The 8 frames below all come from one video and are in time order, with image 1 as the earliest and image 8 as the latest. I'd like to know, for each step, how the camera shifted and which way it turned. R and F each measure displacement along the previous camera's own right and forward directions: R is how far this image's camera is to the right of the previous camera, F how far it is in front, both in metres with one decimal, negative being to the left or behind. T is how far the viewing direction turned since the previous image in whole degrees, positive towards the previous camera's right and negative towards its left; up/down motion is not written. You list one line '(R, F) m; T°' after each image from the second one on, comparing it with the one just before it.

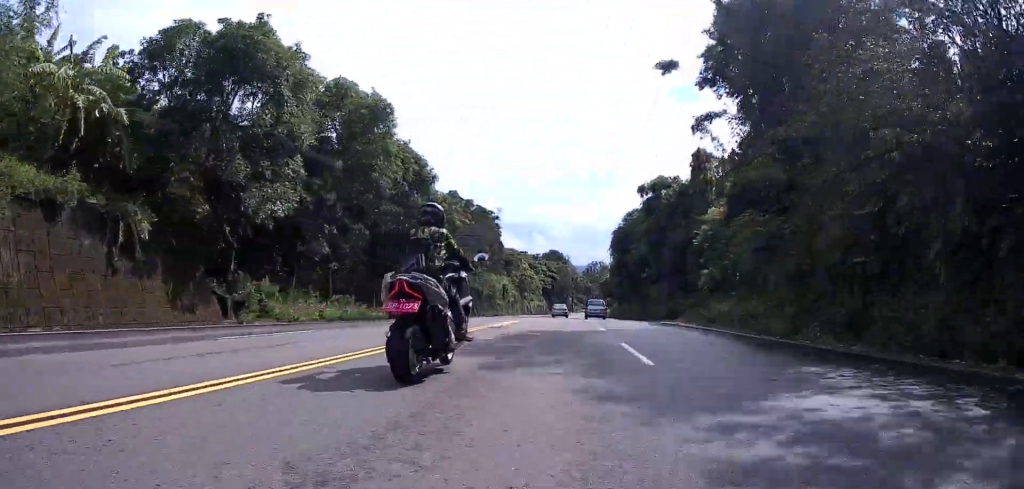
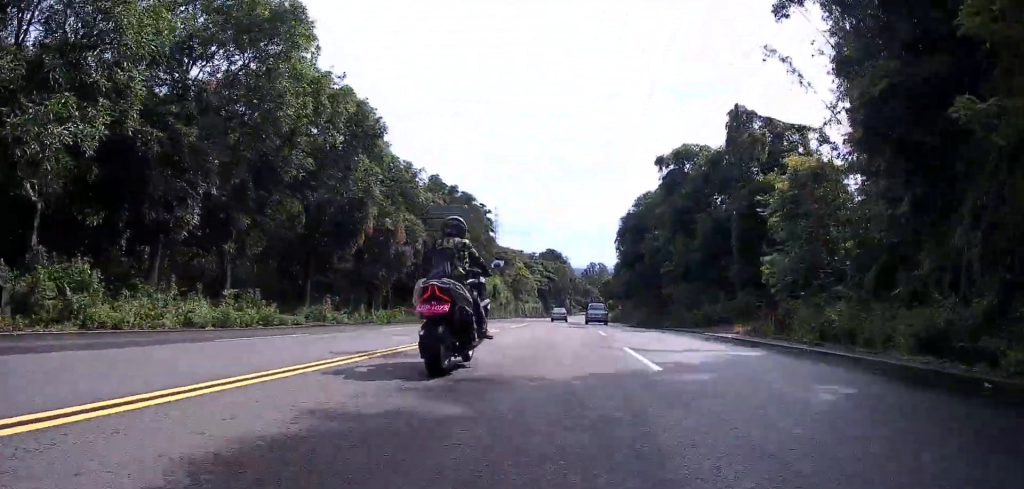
(+0.1, +10.1) m; -1°
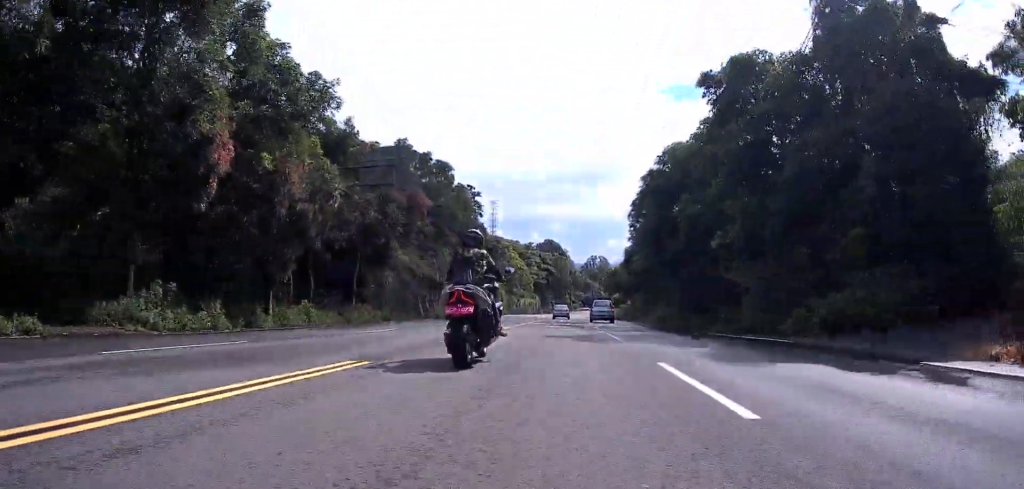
(-0.3, +13.3) m; 0°
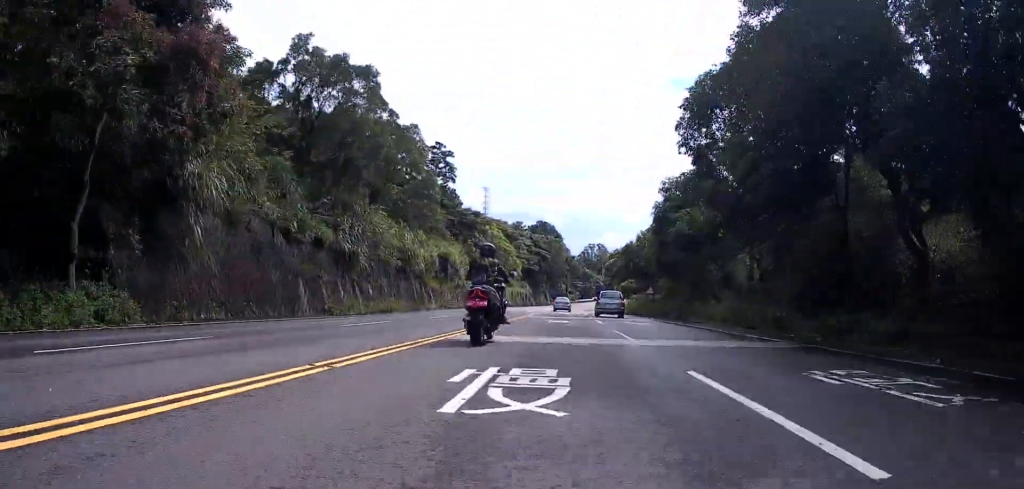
(+0.3, +22.1) m; 0°
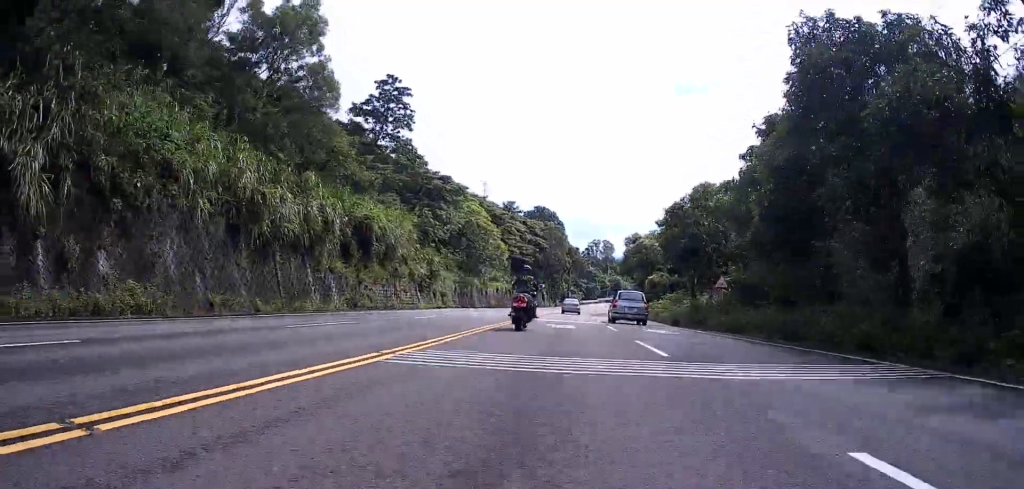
(+0.1, +24.5) m; +2°
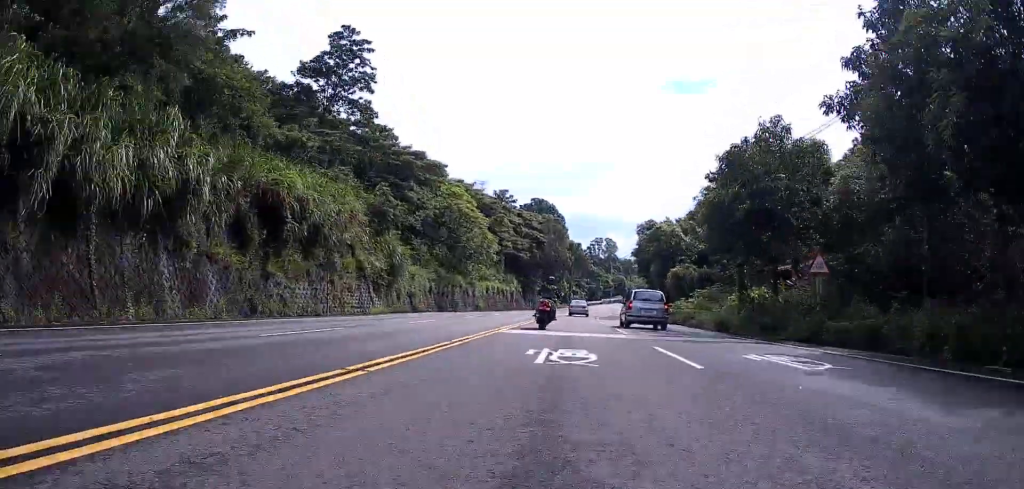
(+0.2, +11.9) m; +1°
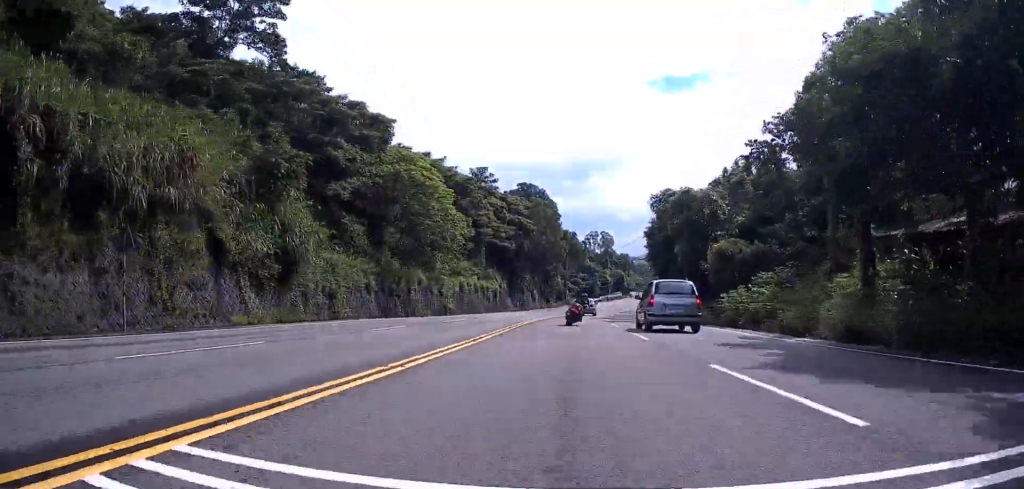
(-0.1, +14.4) m; +1°
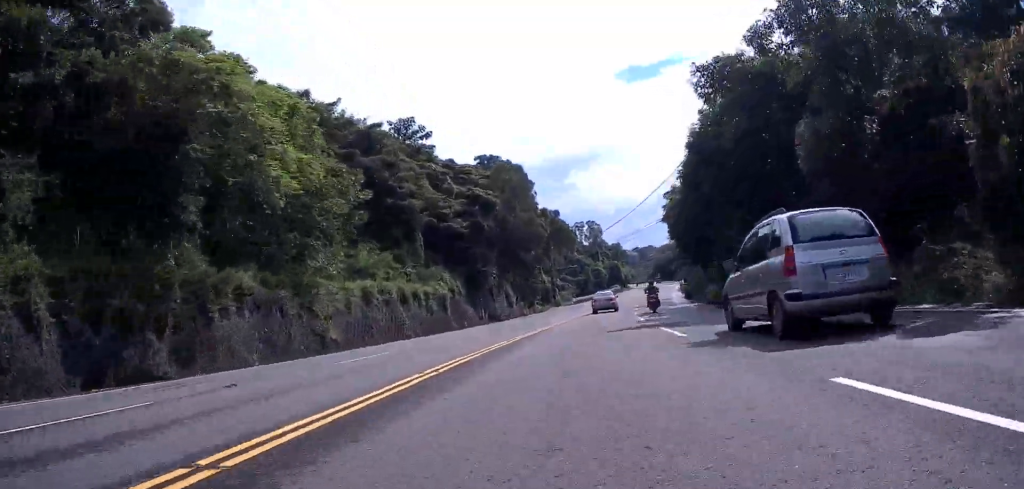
(+0.6, +24.0) m; +2°
